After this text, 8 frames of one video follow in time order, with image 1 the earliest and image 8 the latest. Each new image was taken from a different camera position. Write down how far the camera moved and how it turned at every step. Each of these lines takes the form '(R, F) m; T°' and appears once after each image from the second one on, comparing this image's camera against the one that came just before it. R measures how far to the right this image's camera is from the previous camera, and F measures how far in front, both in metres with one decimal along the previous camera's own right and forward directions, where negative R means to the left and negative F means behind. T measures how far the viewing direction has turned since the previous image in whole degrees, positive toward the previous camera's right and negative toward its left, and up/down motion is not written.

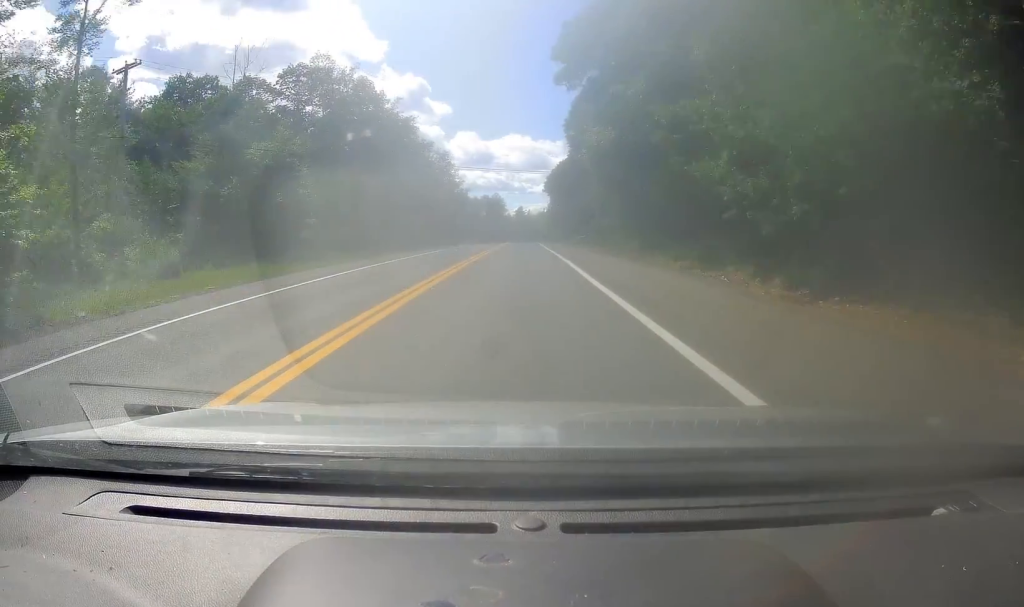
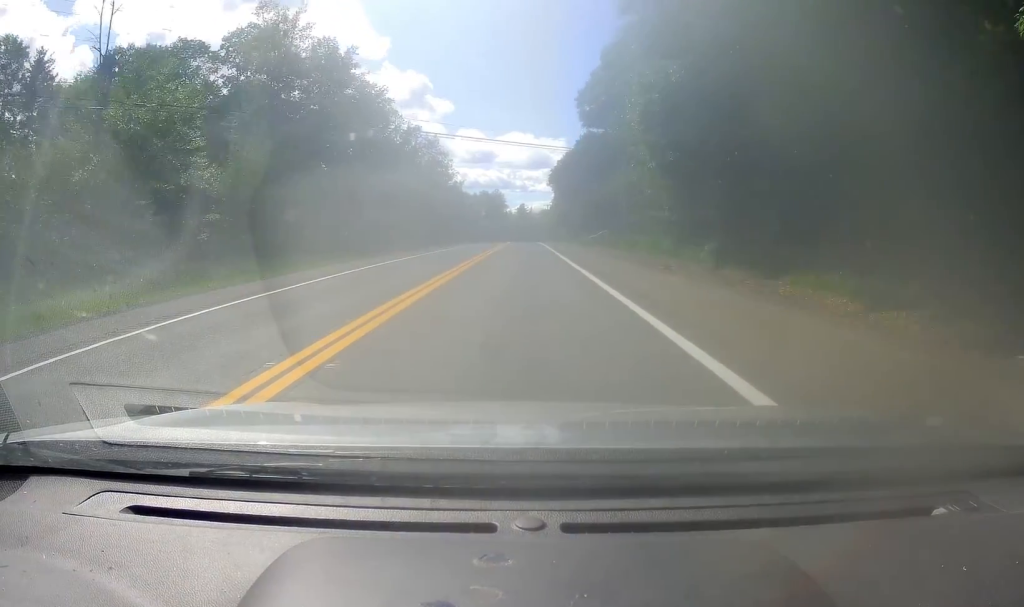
(+0.7, +18.2) m; +1°
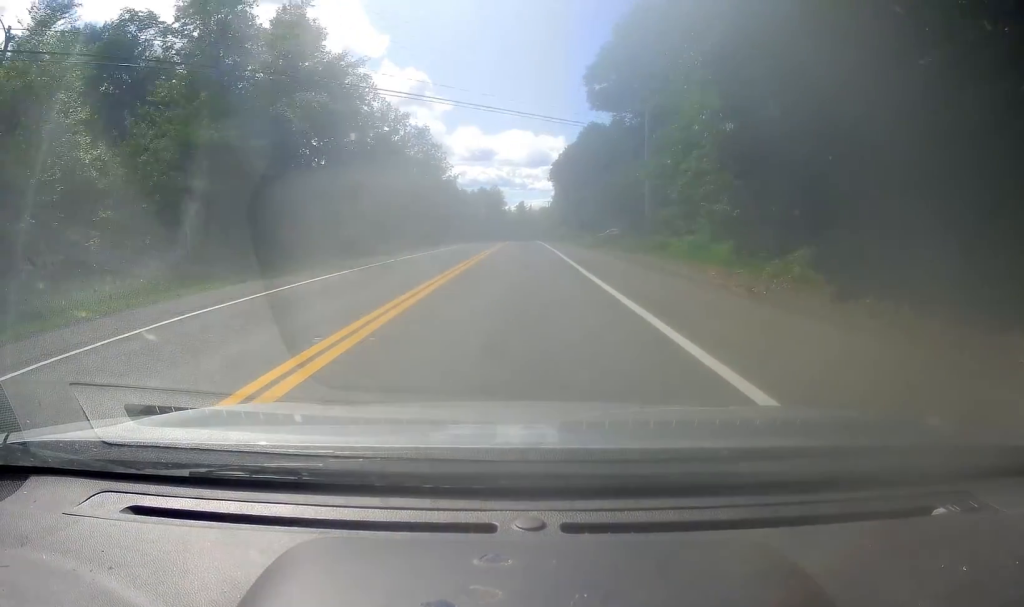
(-0.2, +10.5) m; -1°
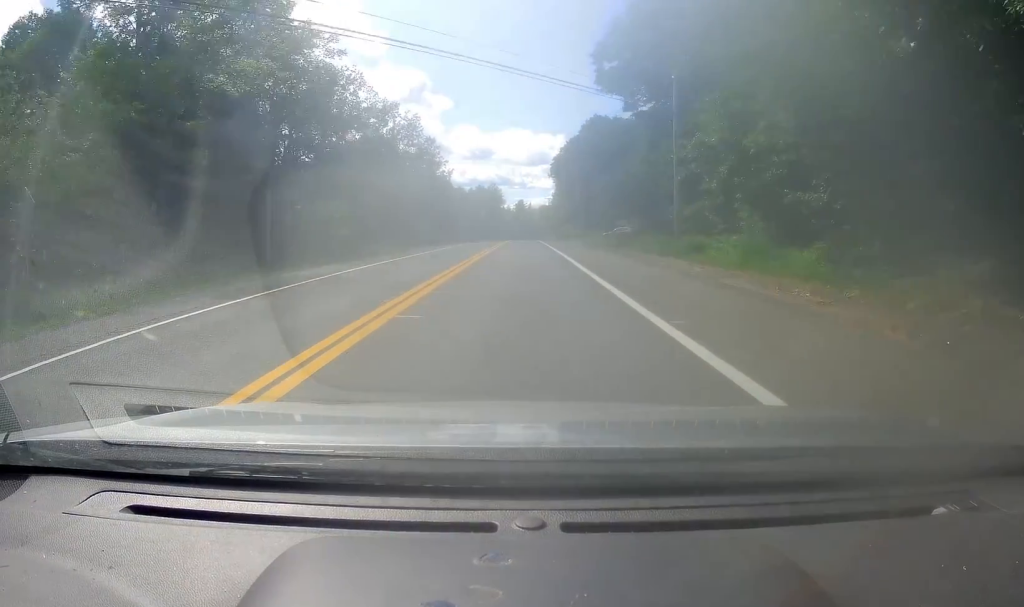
(0.0, +9.1) m; -1°
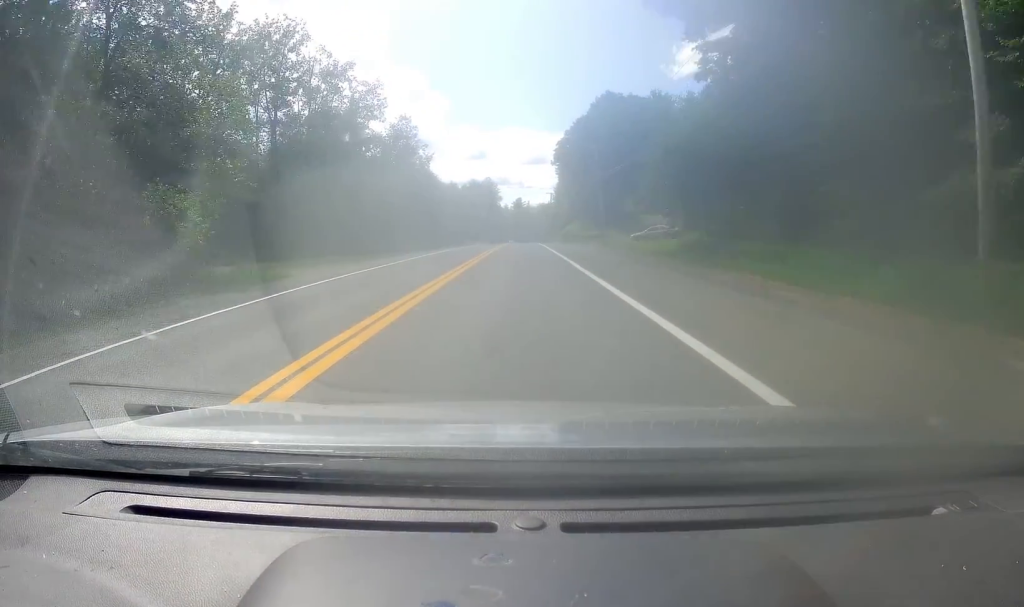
(-0.1, +23.9) m; +1°
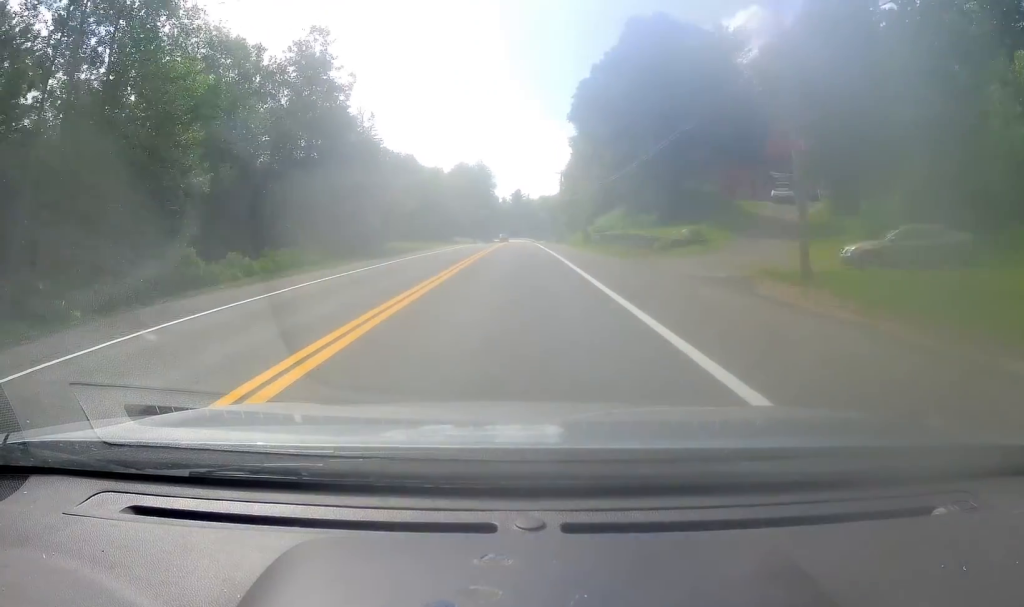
(+0.1, +44.3) m; -1°
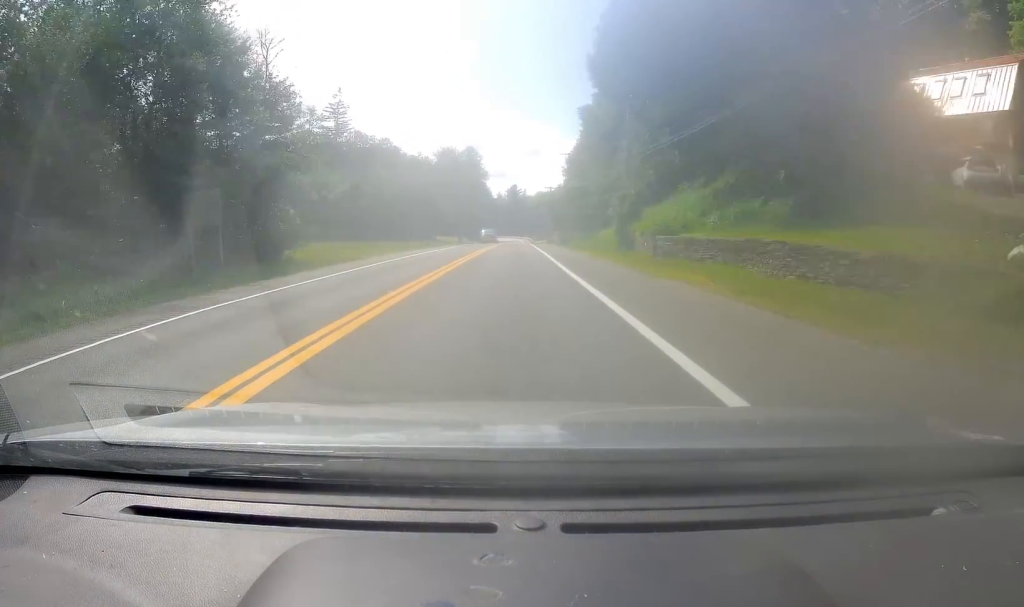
(-0.1, +25.4) m; +1°
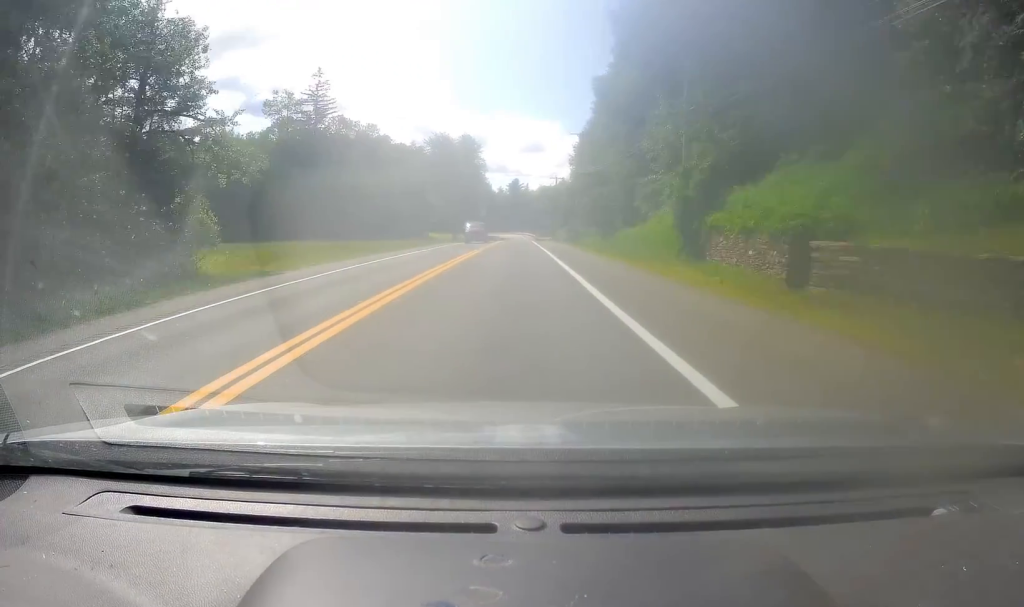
(+0.1, +14.1) m; +1°
